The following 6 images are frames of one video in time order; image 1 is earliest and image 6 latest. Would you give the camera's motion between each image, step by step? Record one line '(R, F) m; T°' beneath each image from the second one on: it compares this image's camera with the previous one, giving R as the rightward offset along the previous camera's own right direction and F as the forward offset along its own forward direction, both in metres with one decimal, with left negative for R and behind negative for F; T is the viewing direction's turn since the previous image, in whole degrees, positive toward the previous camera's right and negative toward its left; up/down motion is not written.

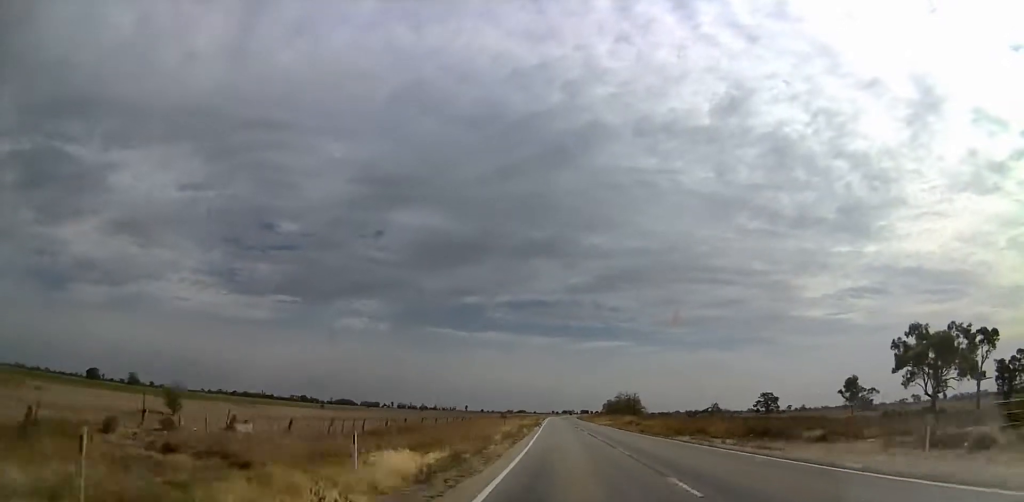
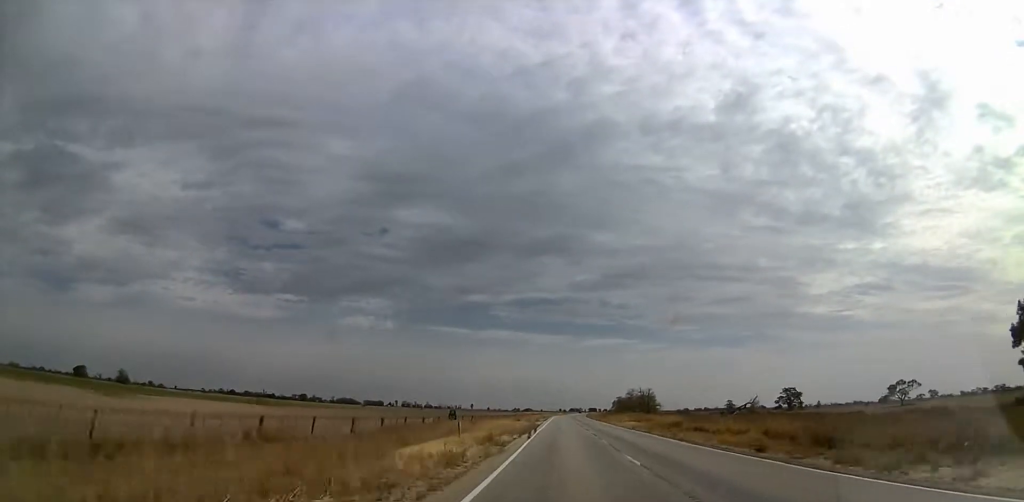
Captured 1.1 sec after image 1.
(0.0, +29.3) m; 0°
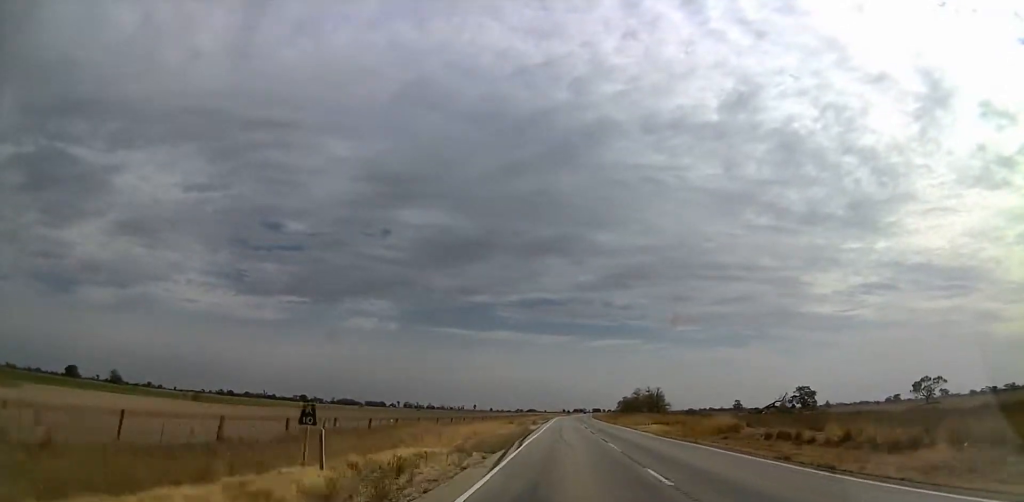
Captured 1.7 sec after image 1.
(0.0, +17.0) m; 0°
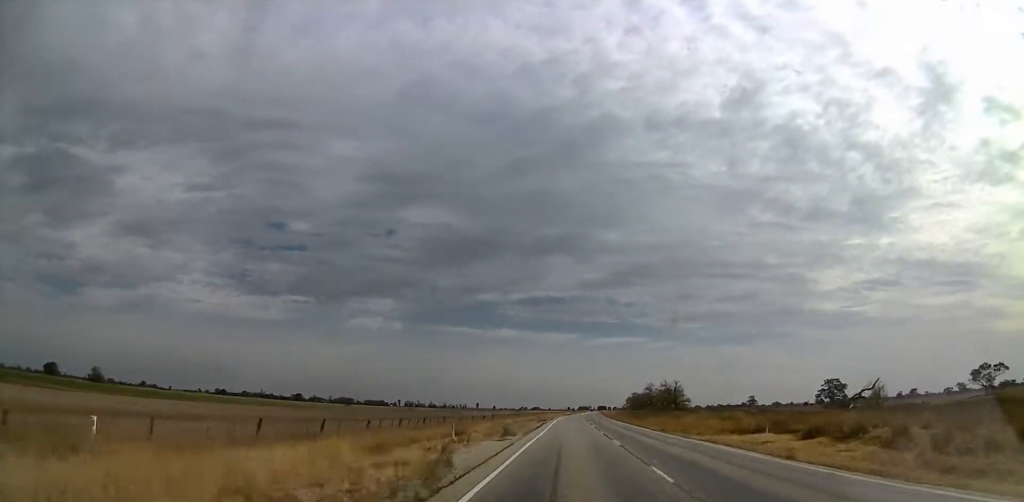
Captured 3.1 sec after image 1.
(0.0, +36.1) m; -3°
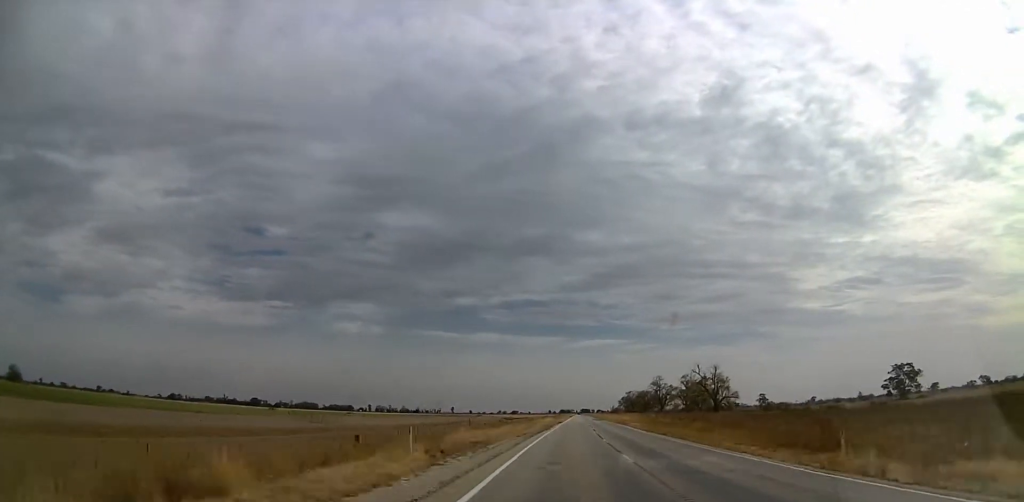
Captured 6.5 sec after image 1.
(-1.9, +91.0) m; 0°
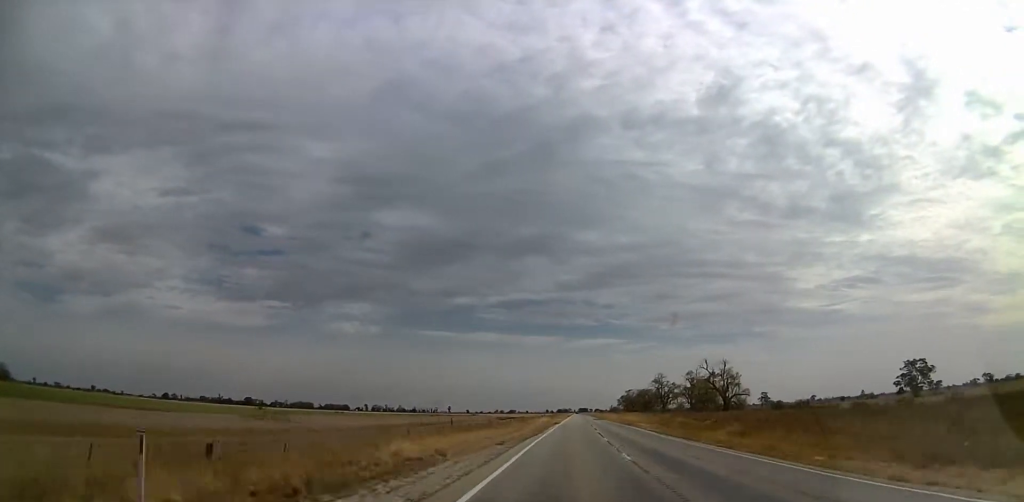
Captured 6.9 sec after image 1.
(+0.5, +11.8) m; +1°
